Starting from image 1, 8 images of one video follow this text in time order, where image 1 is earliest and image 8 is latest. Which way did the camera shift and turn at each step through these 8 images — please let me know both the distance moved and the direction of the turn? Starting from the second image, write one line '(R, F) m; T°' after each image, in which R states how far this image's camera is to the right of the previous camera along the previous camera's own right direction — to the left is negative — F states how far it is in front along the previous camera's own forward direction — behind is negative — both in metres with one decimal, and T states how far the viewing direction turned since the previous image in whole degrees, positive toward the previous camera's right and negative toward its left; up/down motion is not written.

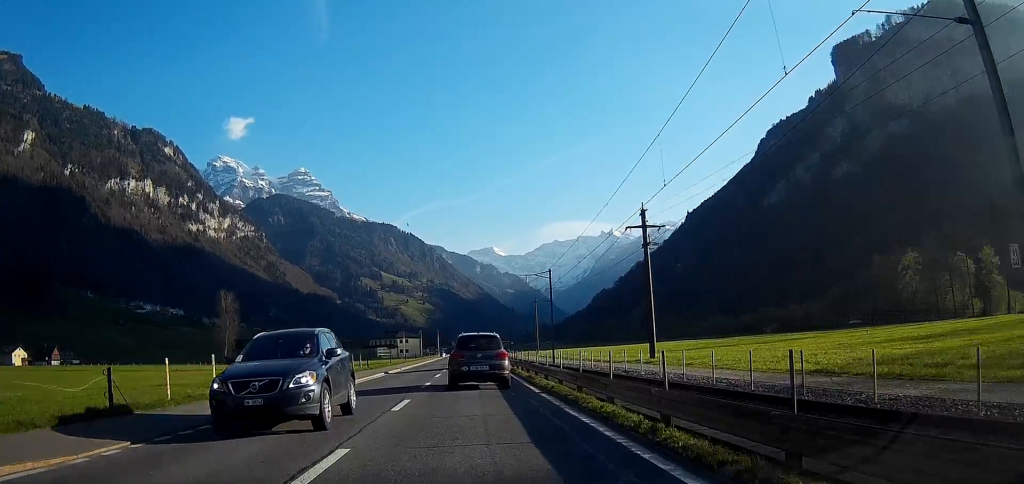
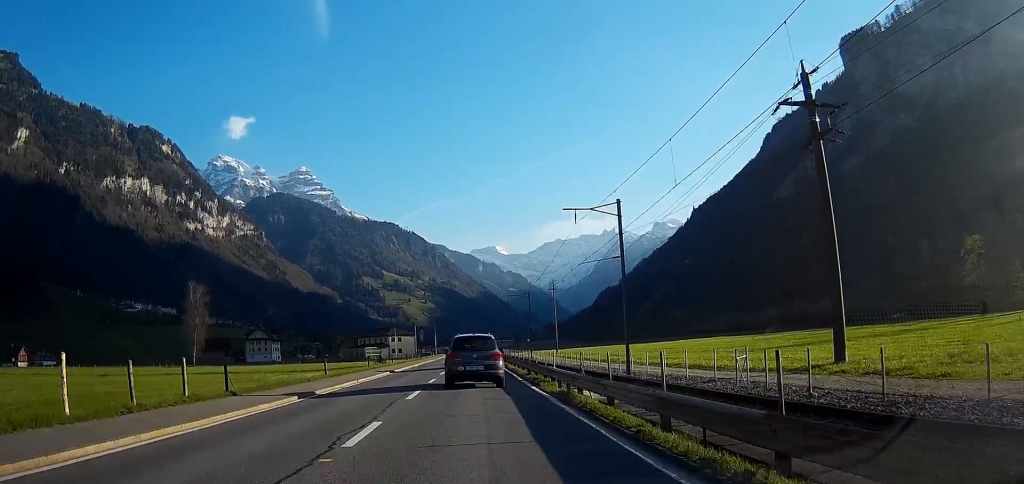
(0.0, +31.7) m; -1°
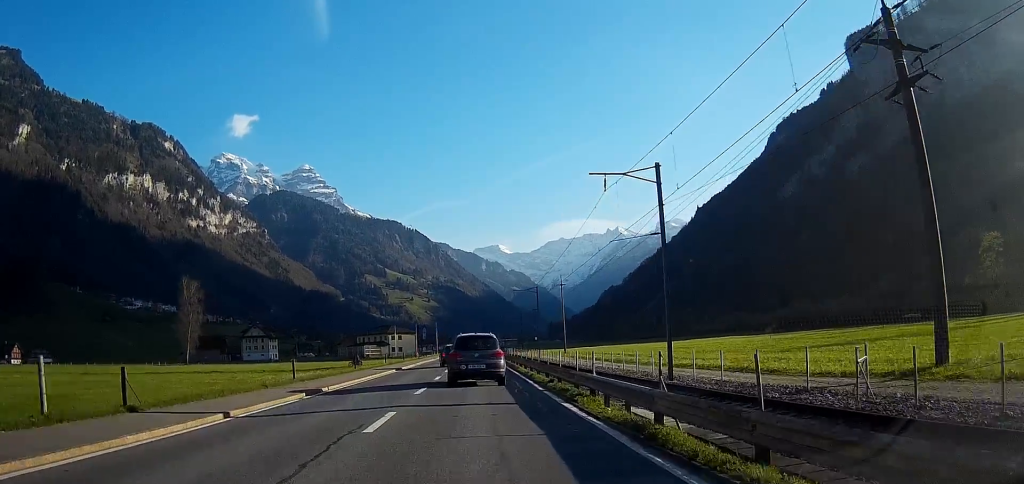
(0.0, +7.3) m; 0°
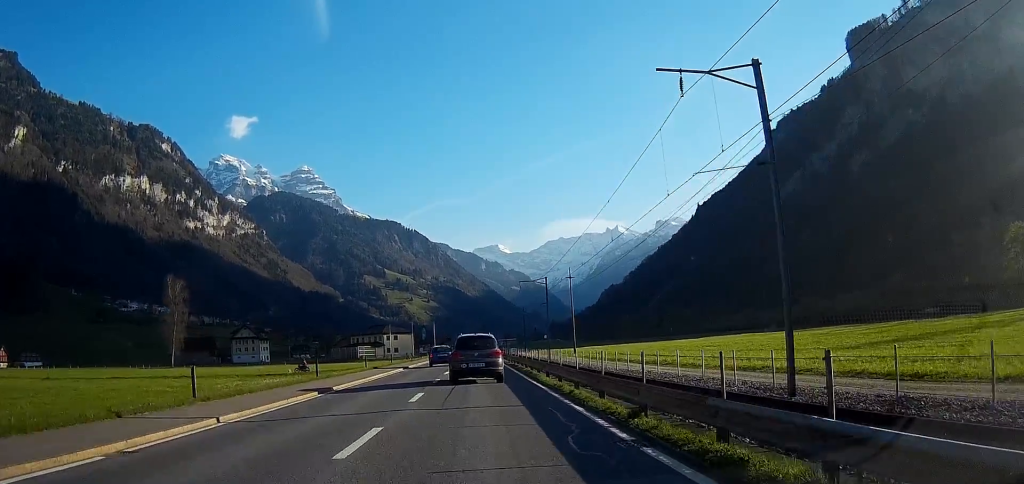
(-0.1, +11.3) m; 0°
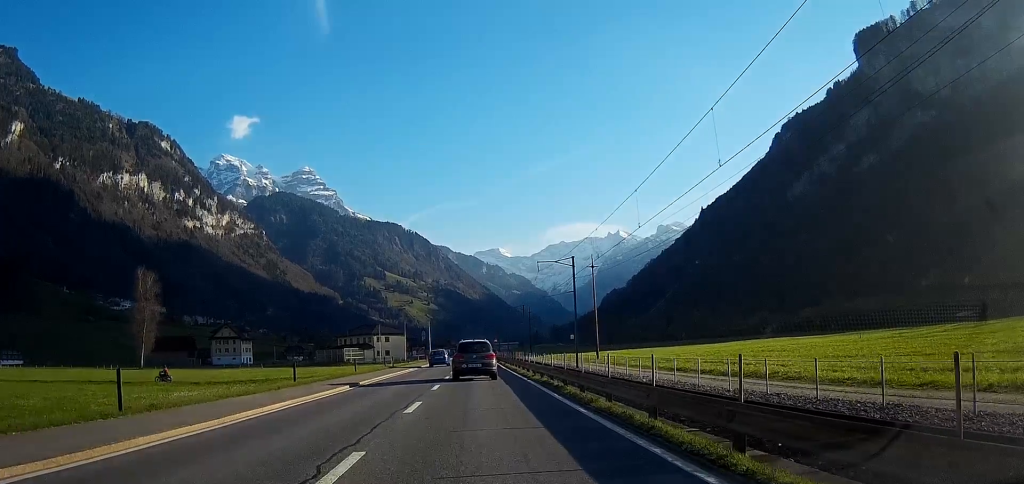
(+0.1, +20.2) m; 0°
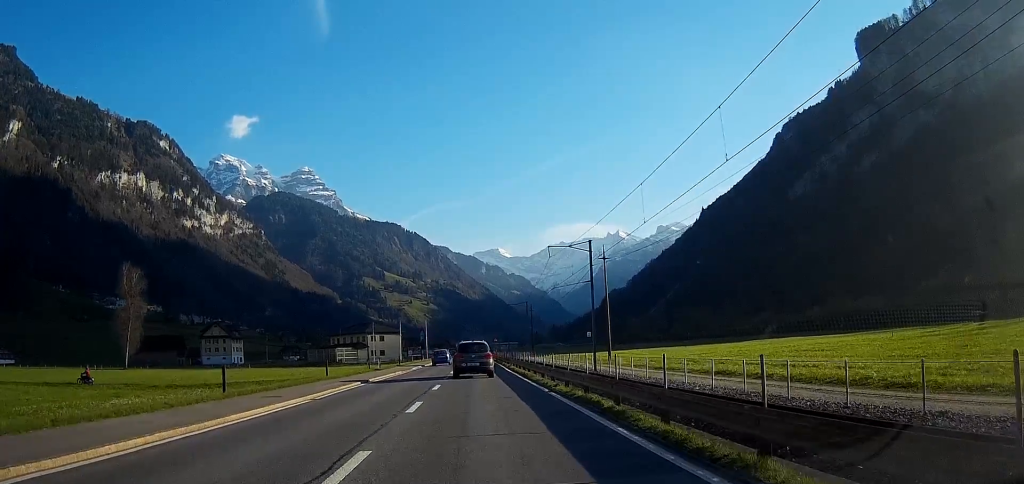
(0.0, +8.7) m; 0°
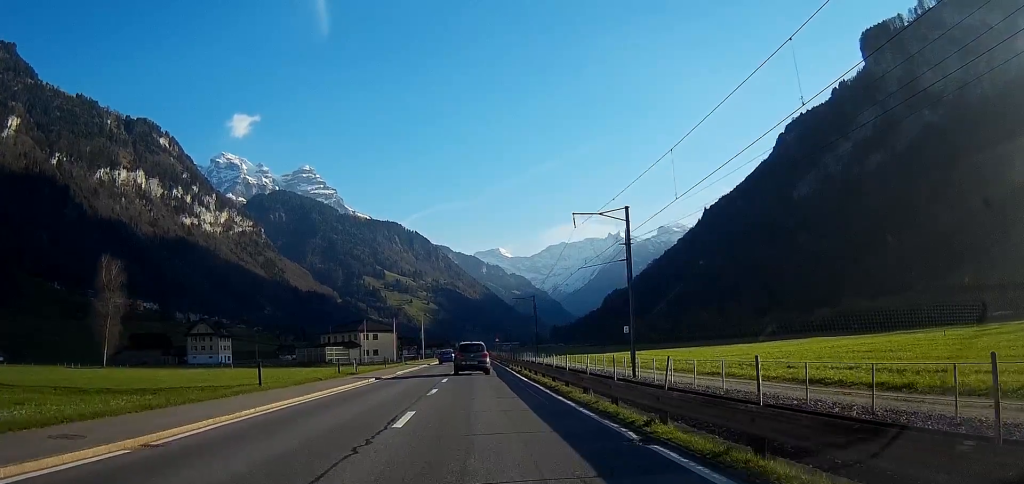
(-0.1, +11.7) m; 0°
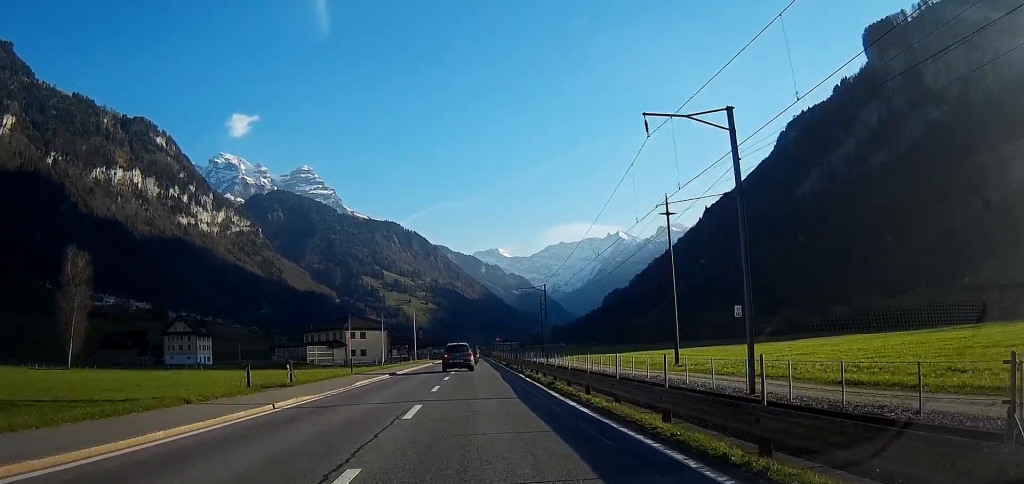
(+0.1, +16.2) m; 0°
